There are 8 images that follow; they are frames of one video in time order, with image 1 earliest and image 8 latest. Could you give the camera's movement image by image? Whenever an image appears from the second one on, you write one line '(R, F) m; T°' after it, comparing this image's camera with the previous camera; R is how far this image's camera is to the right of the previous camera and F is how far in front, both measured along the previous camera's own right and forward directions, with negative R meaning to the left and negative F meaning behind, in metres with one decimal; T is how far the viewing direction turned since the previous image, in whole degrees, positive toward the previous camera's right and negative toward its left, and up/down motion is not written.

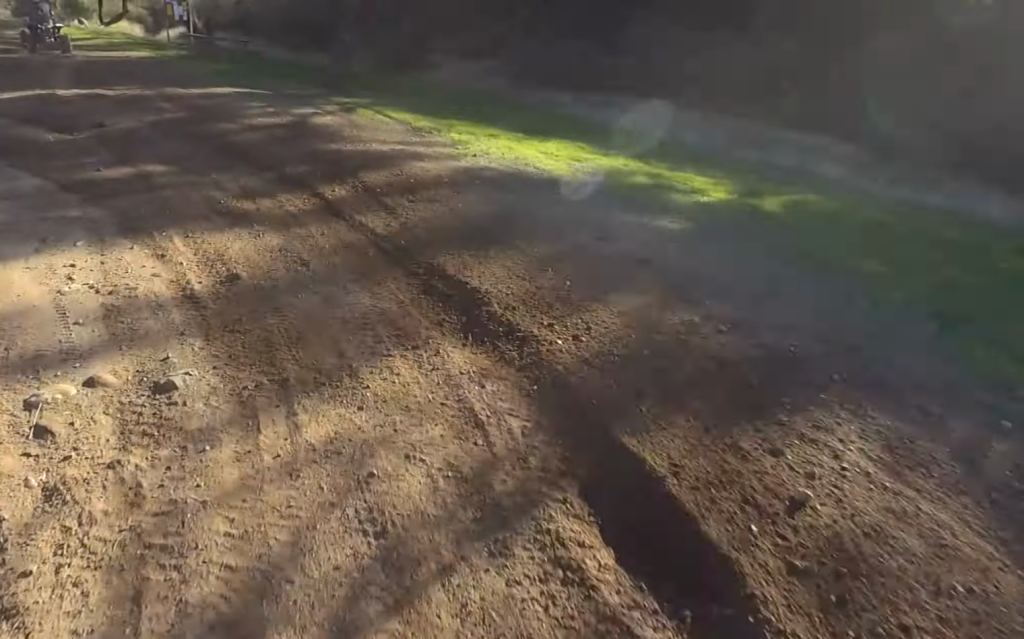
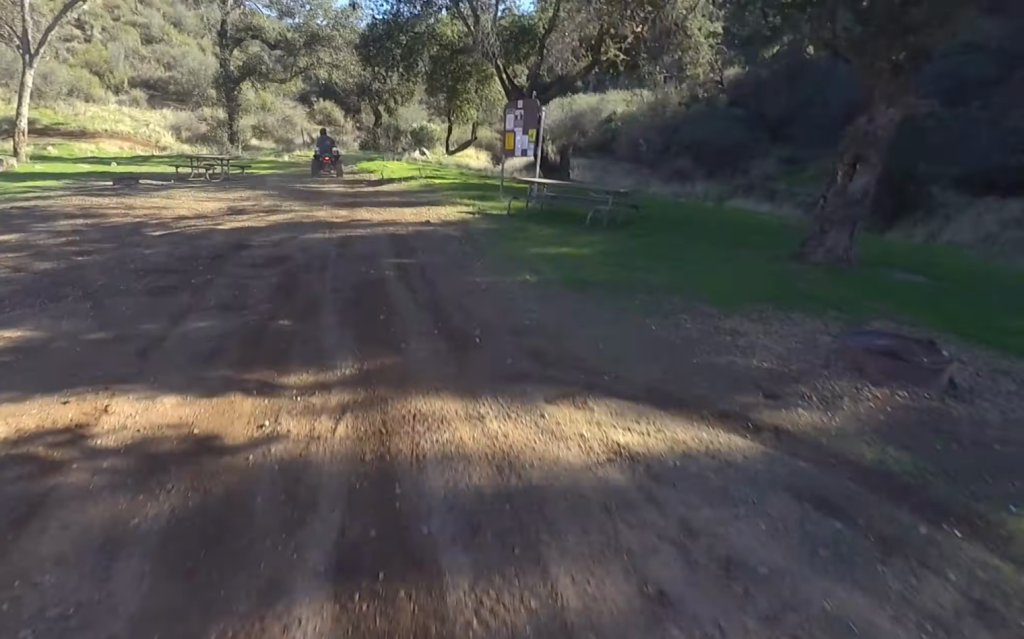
(-1.1, +9.1) m; -15°
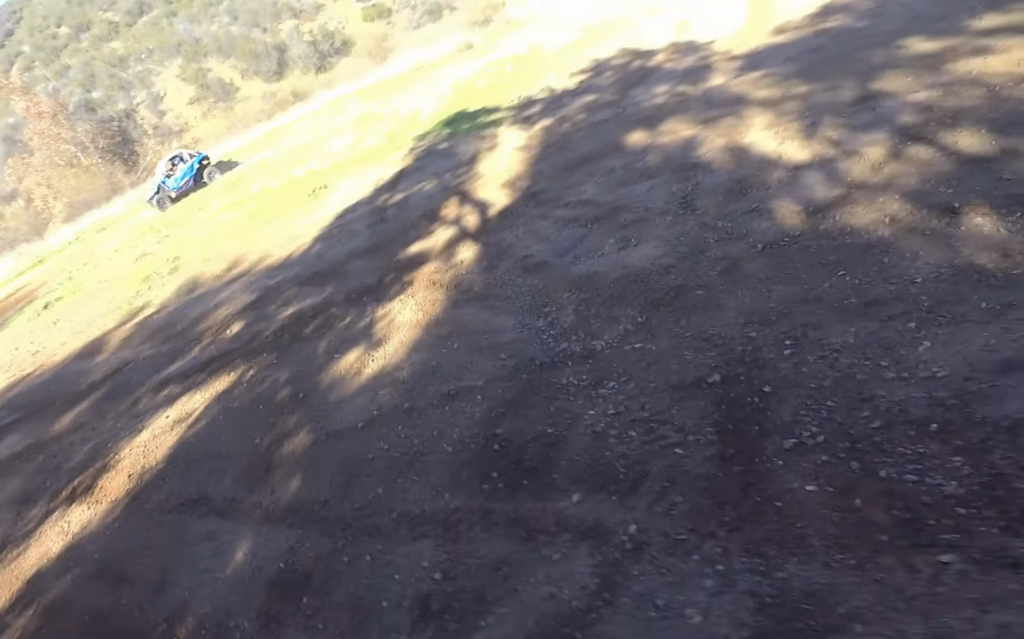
(-1.0, +7.1) m; -13°
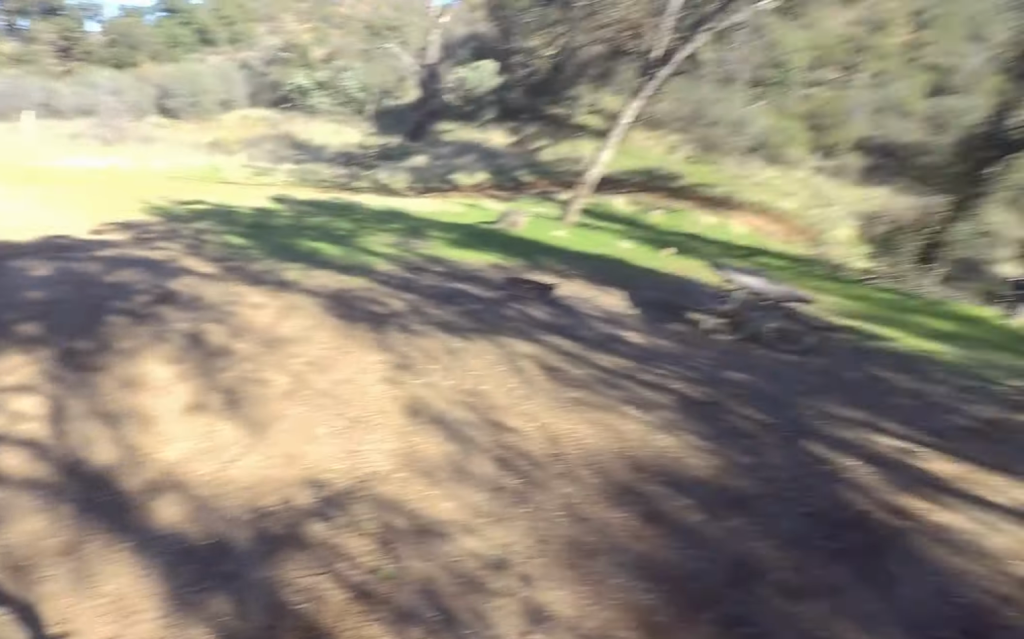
(-0.6, +3.3) m; +1°
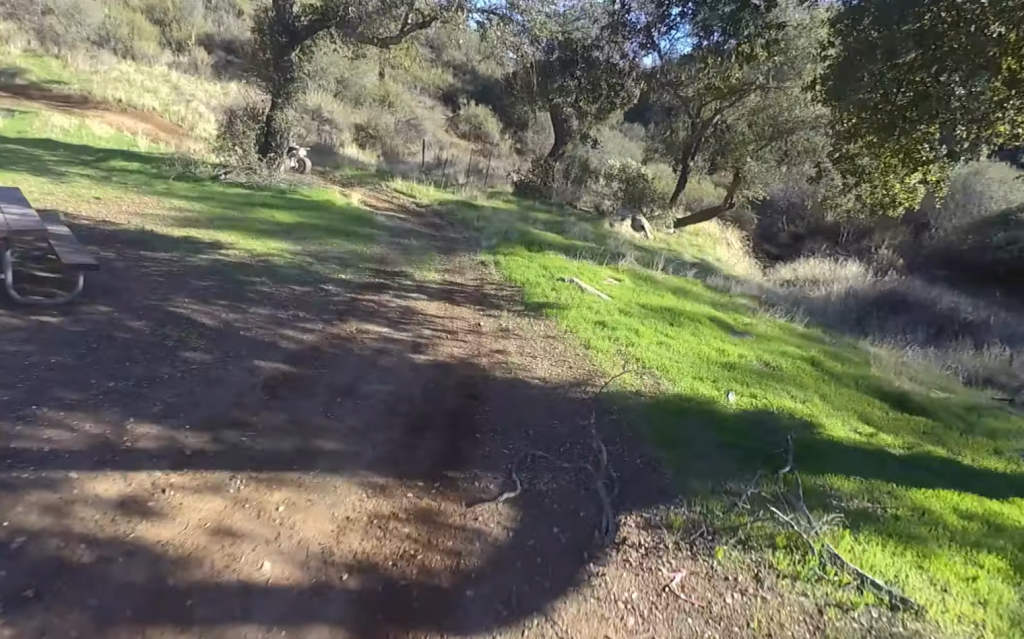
(+0.2, +4.0) m; 0°
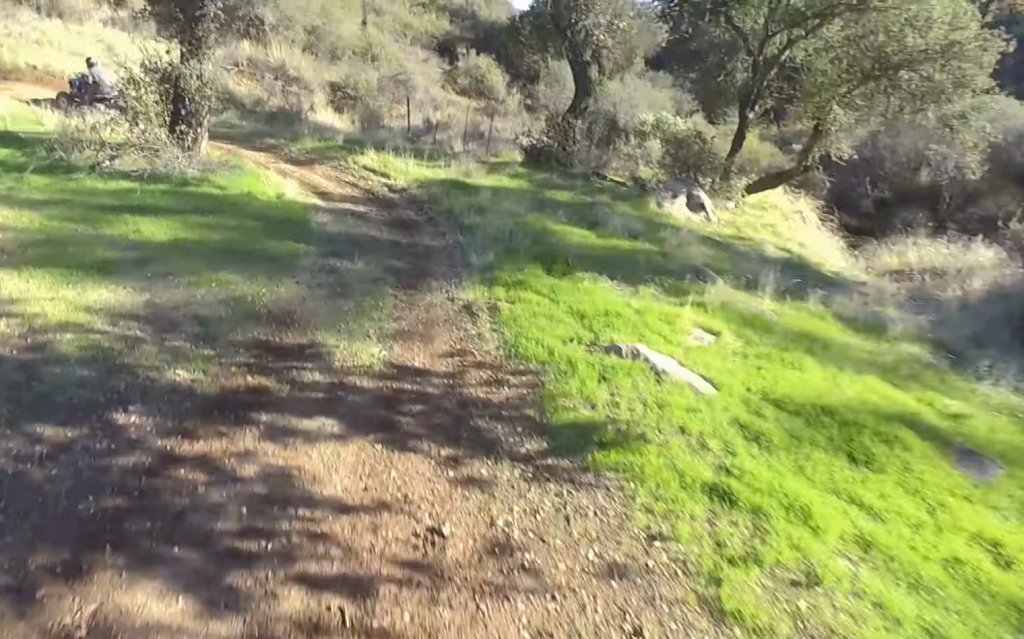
(+0.6, +4.2) m; -3°
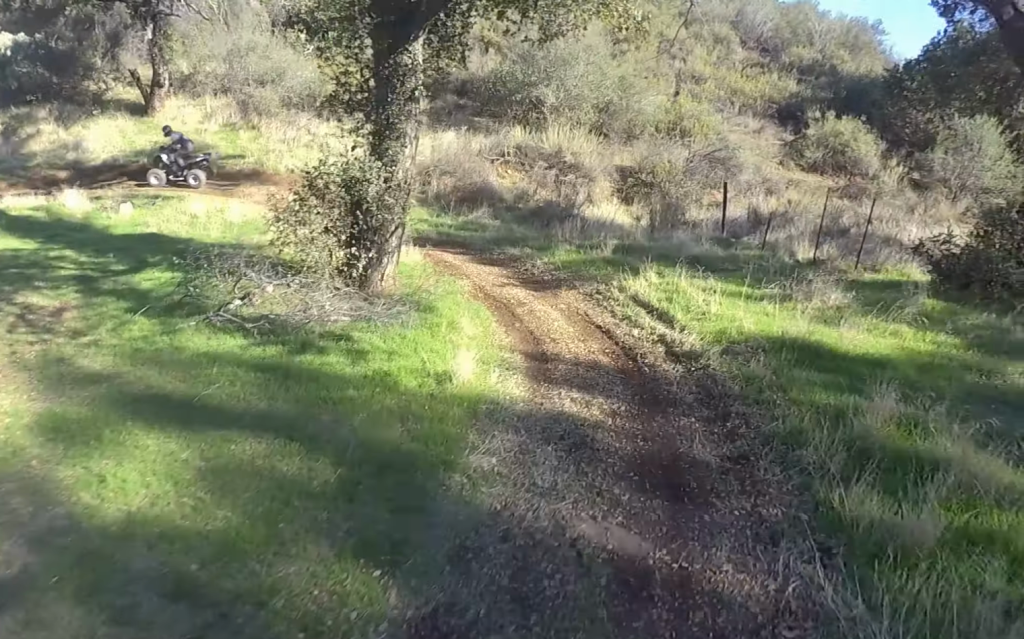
(-1.1, +4.9) m; -13°
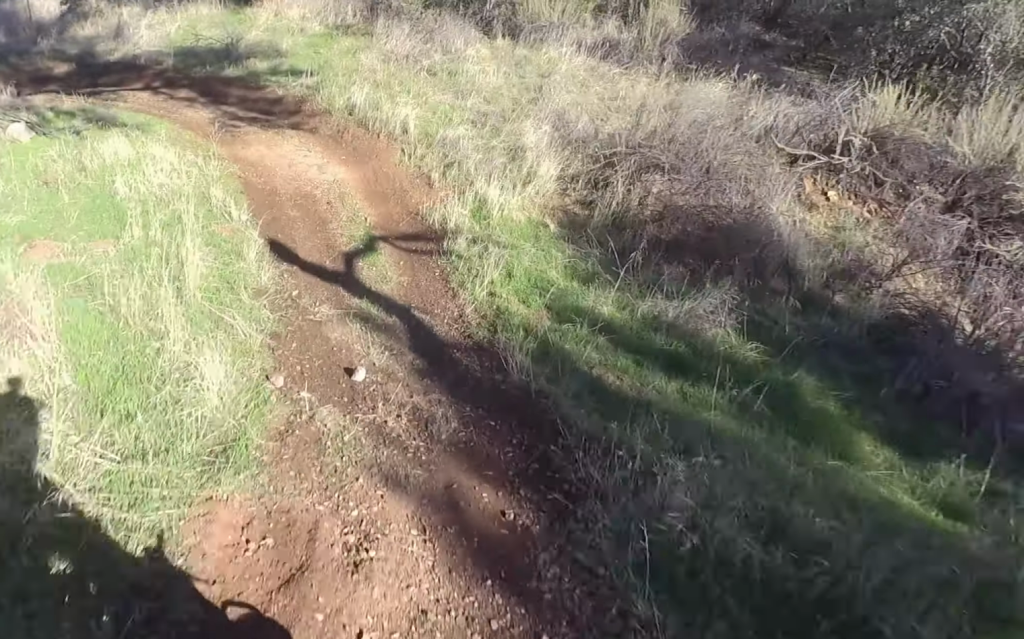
(-5.2, +11.1) m; -62°
